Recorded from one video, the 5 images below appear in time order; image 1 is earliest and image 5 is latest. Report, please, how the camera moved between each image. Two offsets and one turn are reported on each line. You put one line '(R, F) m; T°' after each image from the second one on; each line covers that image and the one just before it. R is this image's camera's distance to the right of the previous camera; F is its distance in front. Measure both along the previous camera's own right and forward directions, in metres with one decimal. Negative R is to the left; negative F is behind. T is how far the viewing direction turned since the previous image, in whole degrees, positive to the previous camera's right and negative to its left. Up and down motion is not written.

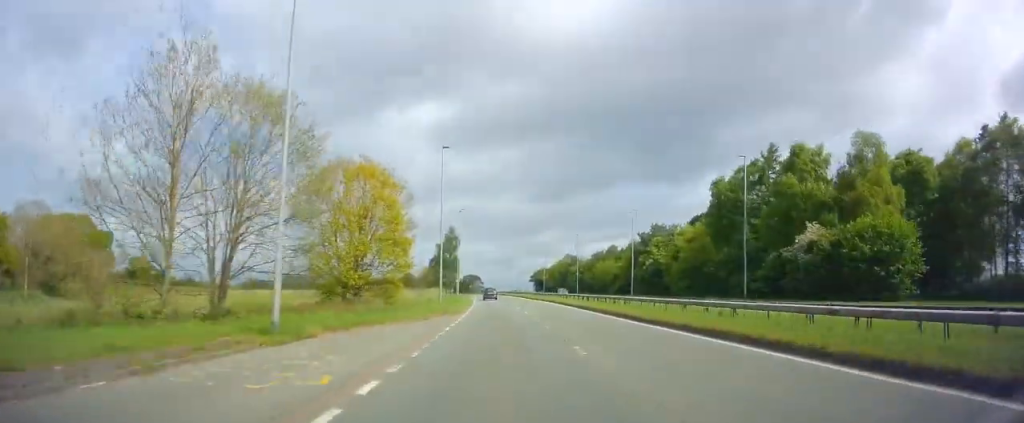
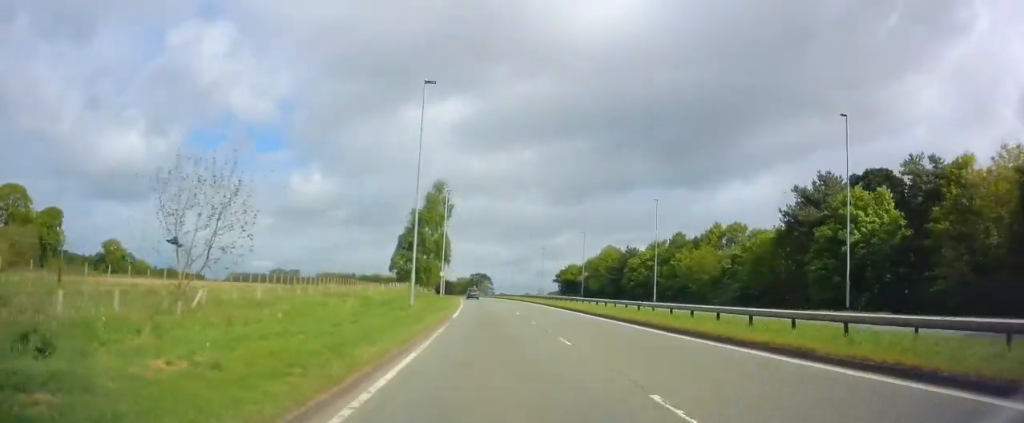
(-0.9, +51.4) m; -2°
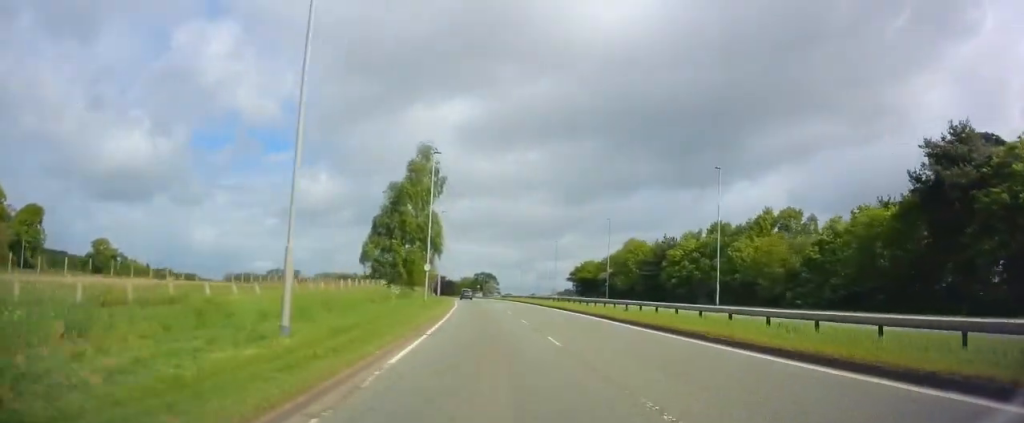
(0.0, +18.0) m; -1°
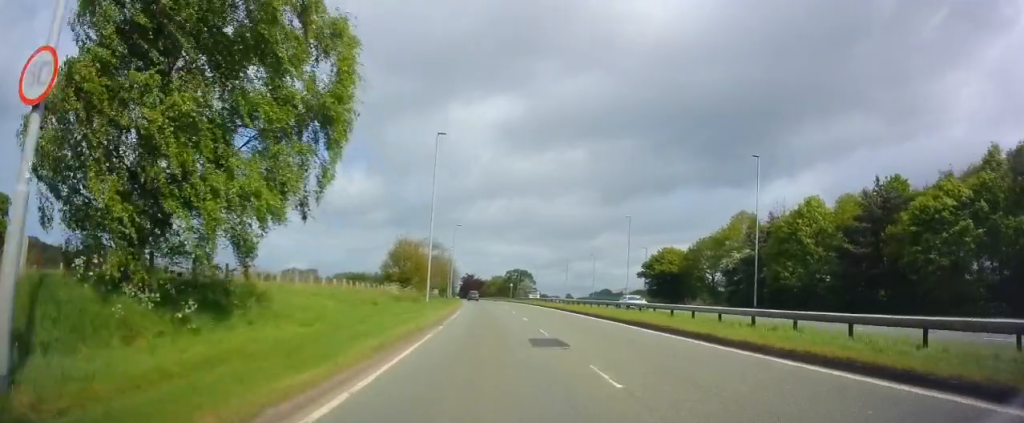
(-0.8, +41.4) m; -2°
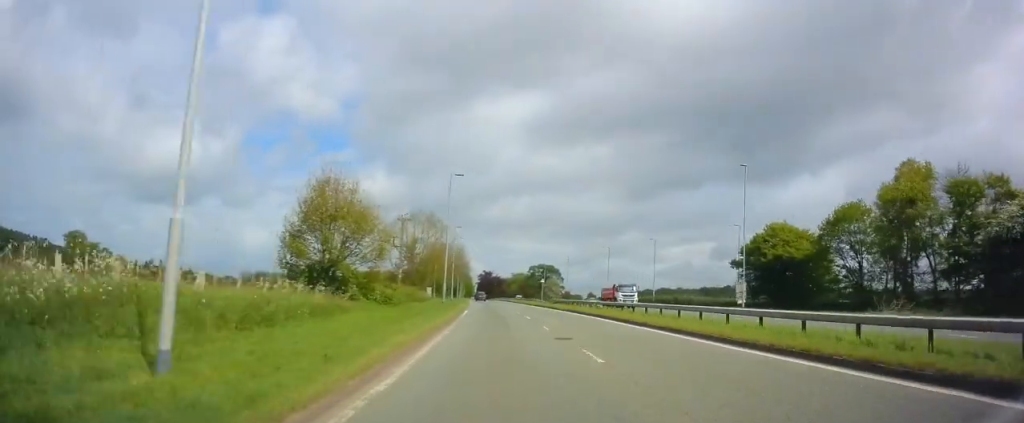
(-1.2, +33.2) m; -3°
